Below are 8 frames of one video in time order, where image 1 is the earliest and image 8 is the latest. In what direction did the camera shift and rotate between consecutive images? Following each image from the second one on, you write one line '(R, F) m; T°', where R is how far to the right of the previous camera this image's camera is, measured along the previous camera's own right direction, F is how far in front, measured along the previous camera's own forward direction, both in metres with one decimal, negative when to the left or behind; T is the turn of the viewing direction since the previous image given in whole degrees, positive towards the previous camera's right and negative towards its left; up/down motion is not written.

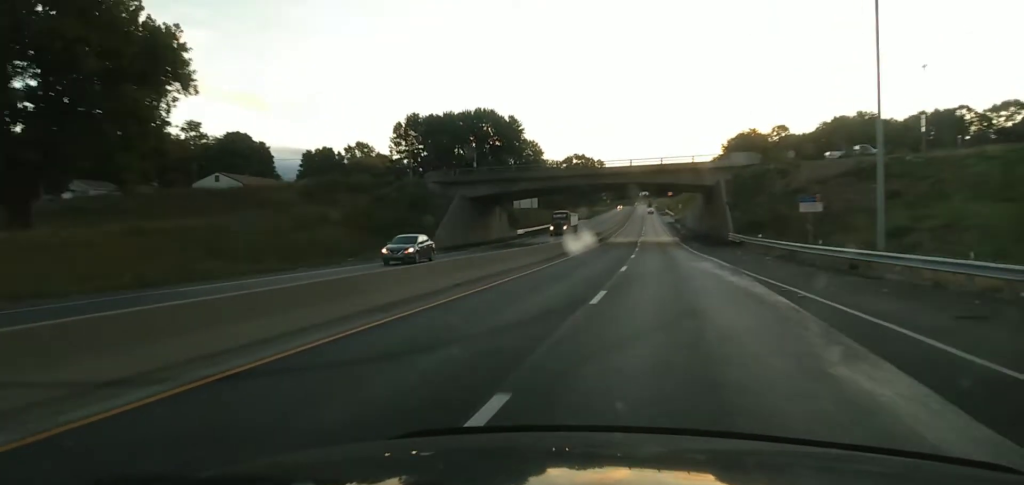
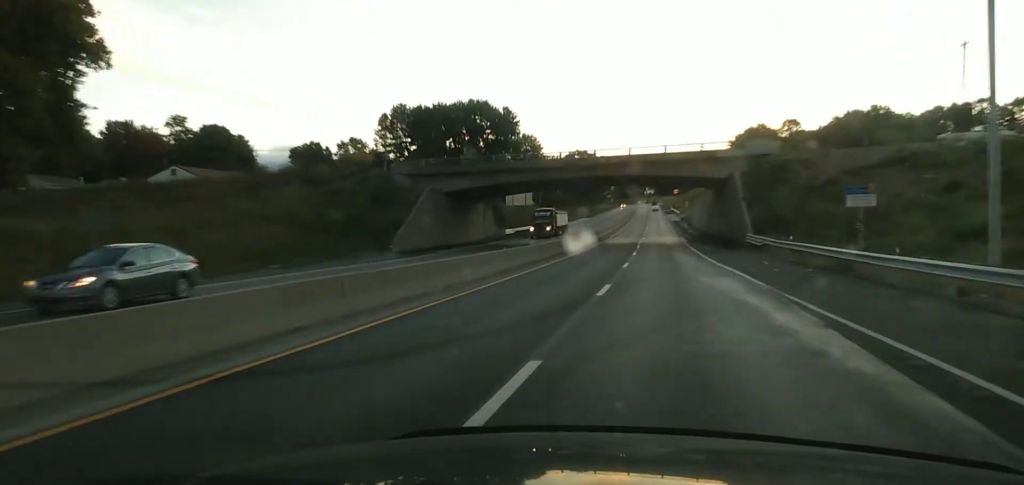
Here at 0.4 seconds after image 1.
(-0.2, +10.9) m; -1°
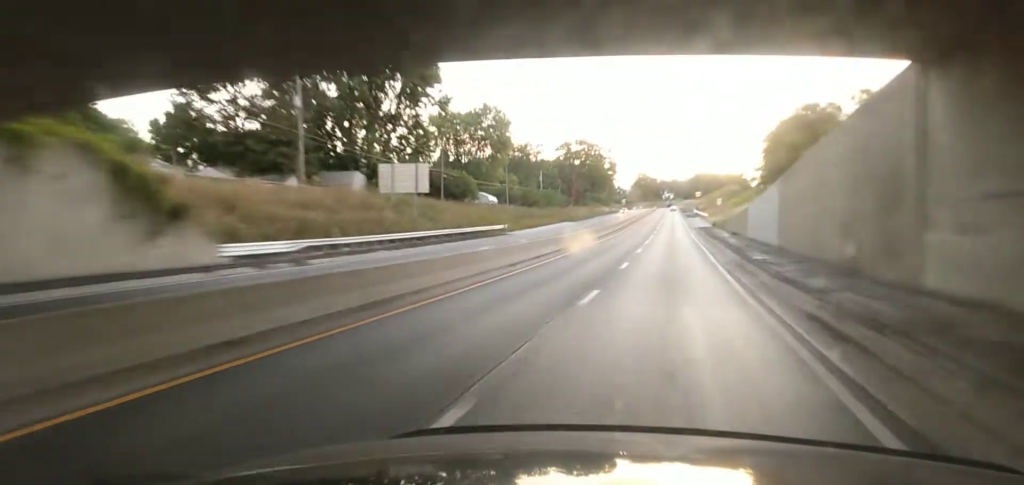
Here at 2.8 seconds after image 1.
(-0.6, +63.2) m; -1°
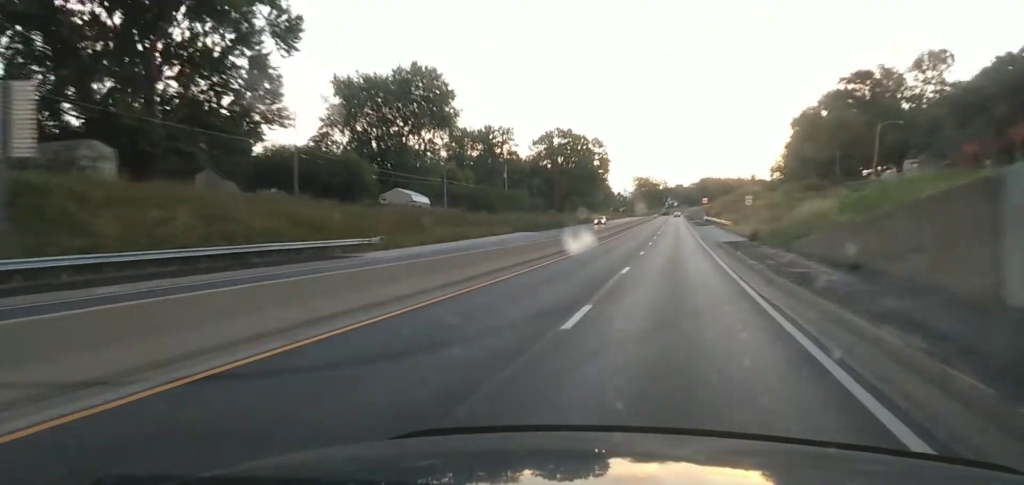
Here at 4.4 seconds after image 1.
(-0.6, +42.1) m; -1°
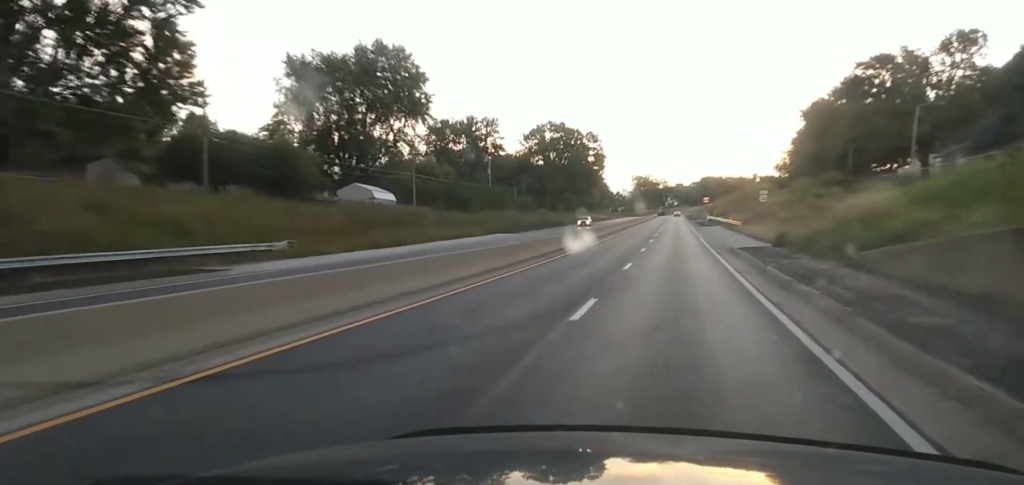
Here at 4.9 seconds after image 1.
(0.0, +12.2) m; +1°
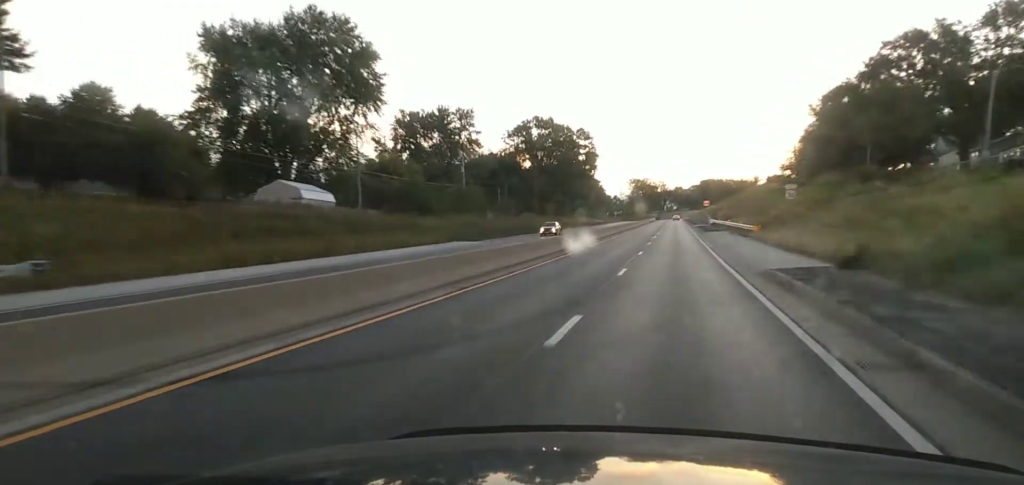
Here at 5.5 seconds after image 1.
(+0.2, +14.8) m; +1°
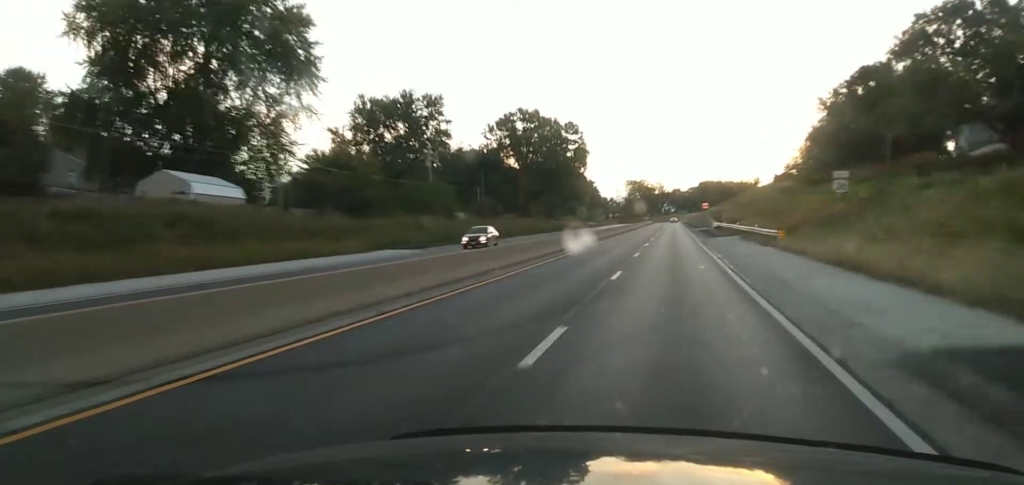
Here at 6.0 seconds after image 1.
(+0.3, +15.5) m; 0°
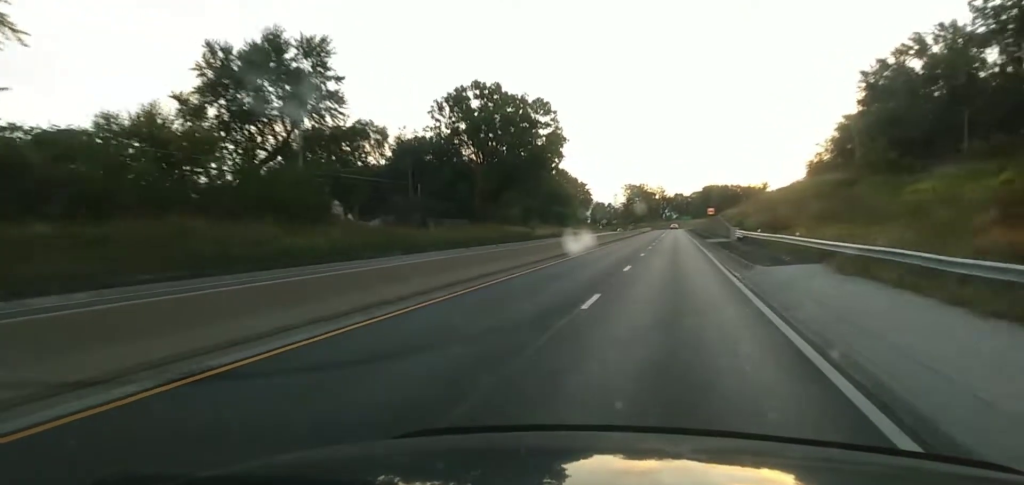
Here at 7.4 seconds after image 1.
(-0.3, +34.8) m; -1°
